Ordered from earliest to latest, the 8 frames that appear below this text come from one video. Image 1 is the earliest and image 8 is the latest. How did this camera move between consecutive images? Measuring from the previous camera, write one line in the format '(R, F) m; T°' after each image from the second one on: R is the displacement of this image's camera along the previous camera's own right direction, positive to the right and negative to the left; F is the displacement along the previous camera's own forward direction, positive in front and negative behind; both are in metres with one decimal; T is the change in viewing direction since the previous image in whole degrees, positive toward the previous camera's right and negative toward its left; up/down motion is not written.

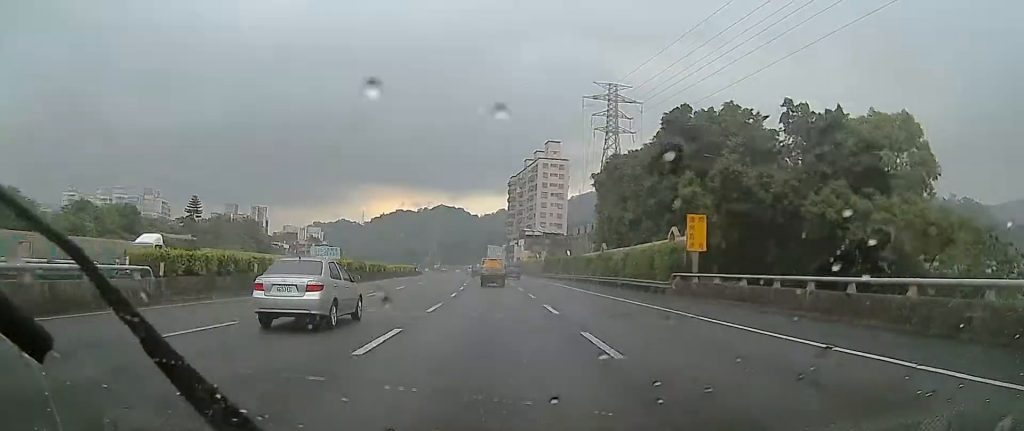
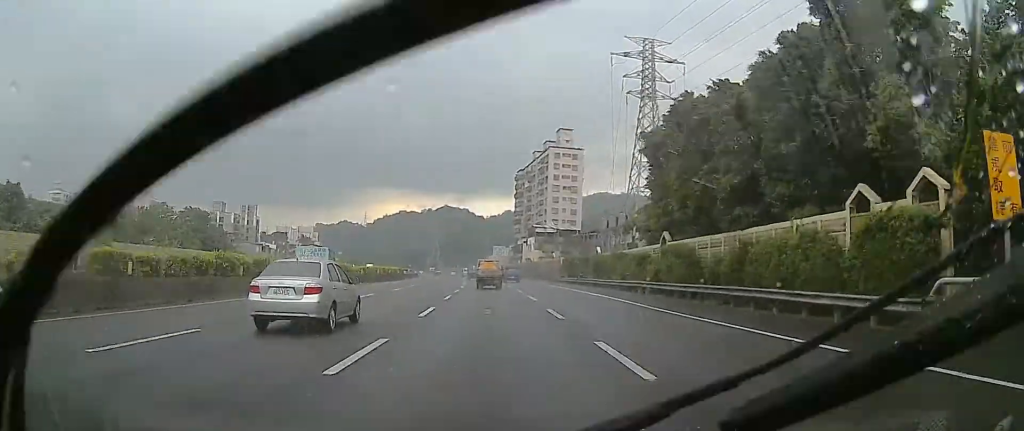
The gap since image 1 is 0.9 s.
(0.0, +22.2) m; 0°
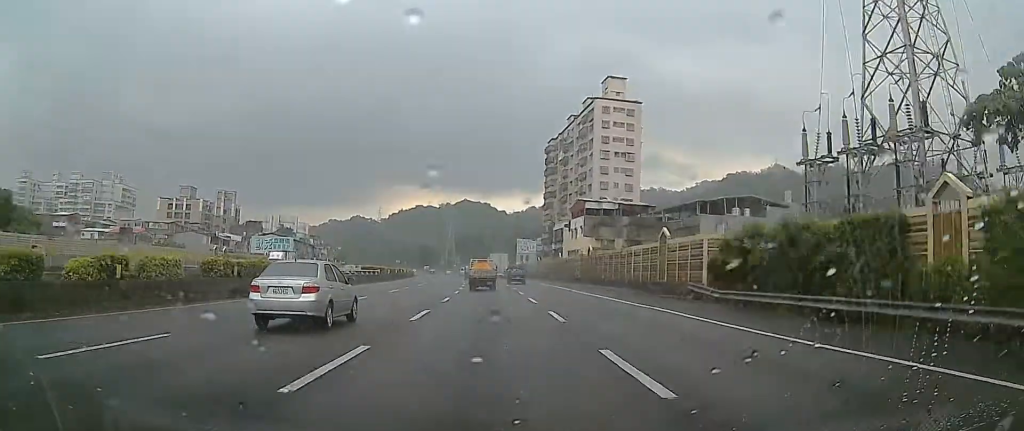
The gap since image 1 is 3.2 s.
(-2.0, +50.7) m; -5°
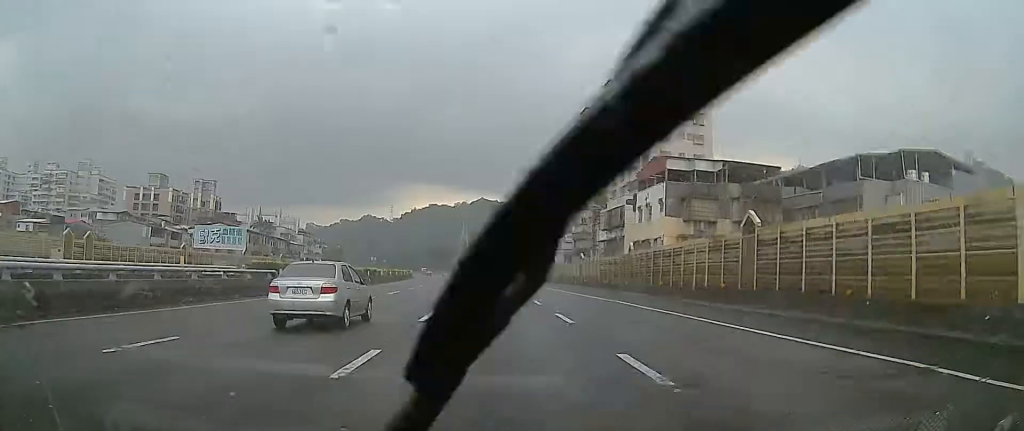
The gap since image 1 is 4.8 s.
(+0.3, +33.9) m; 0°
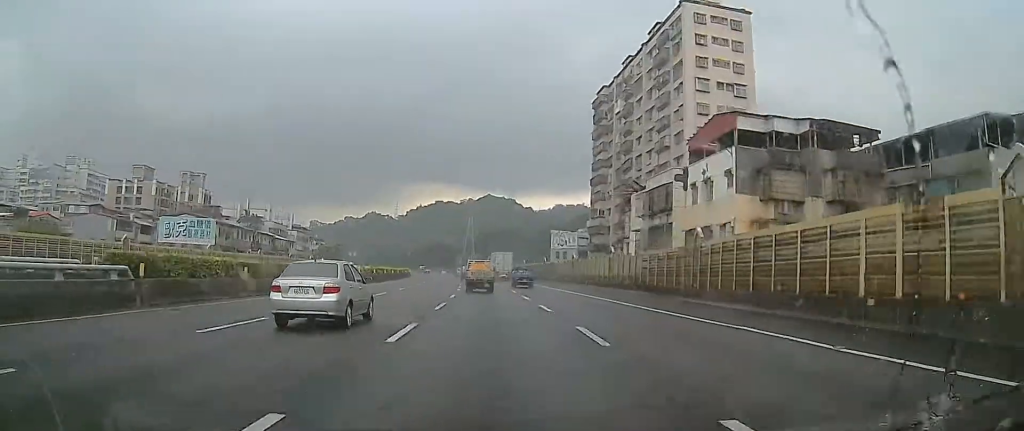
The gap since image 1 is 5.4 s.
(-0.7, +14.2) m; 0°
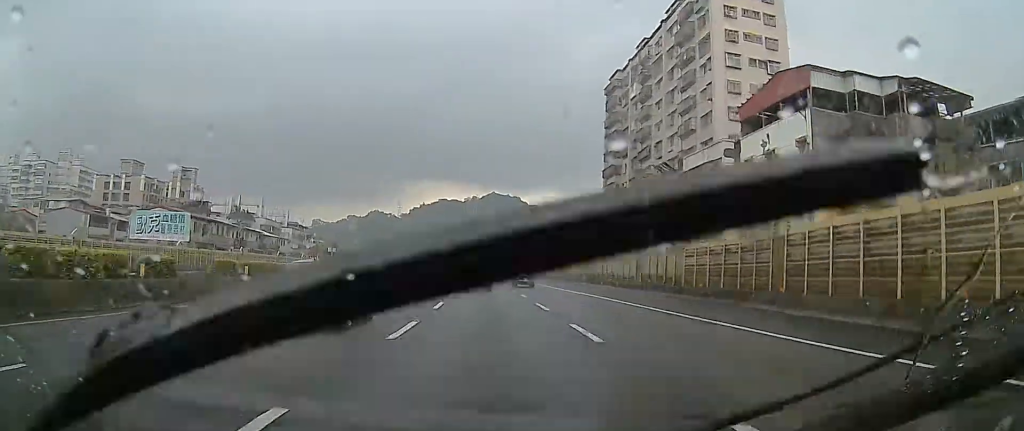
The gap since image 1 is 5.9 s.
(+0.1, +8.9) m; 0°
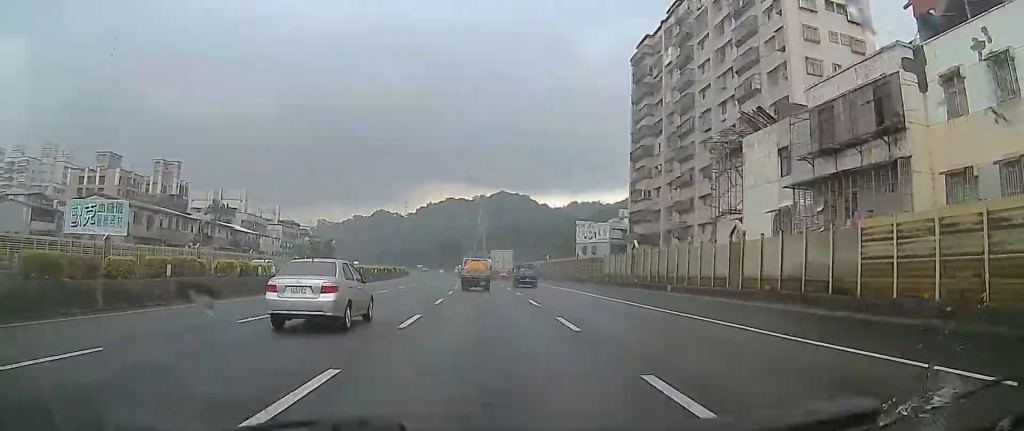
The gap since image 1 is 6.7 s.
(+0.5, +16.1) m; +1°
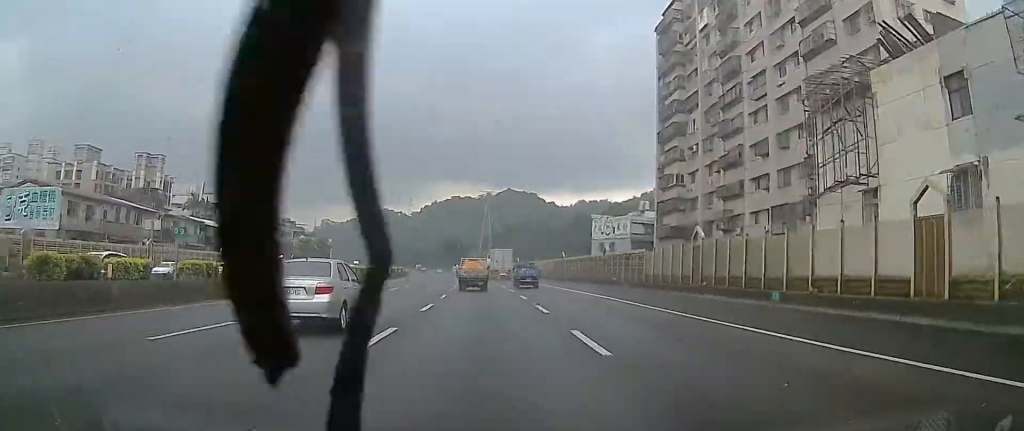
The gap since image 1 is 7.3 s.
(-0.2, +12.7) m; -1°
